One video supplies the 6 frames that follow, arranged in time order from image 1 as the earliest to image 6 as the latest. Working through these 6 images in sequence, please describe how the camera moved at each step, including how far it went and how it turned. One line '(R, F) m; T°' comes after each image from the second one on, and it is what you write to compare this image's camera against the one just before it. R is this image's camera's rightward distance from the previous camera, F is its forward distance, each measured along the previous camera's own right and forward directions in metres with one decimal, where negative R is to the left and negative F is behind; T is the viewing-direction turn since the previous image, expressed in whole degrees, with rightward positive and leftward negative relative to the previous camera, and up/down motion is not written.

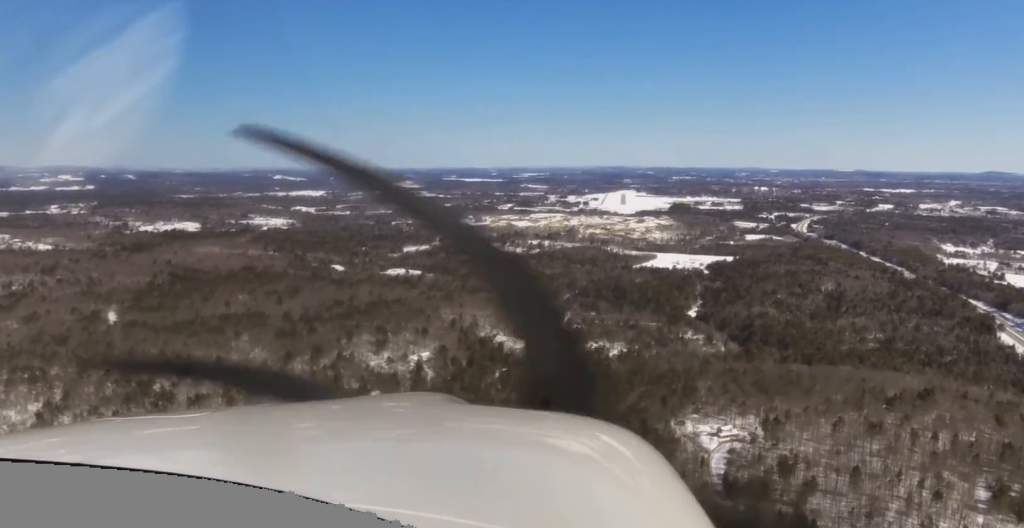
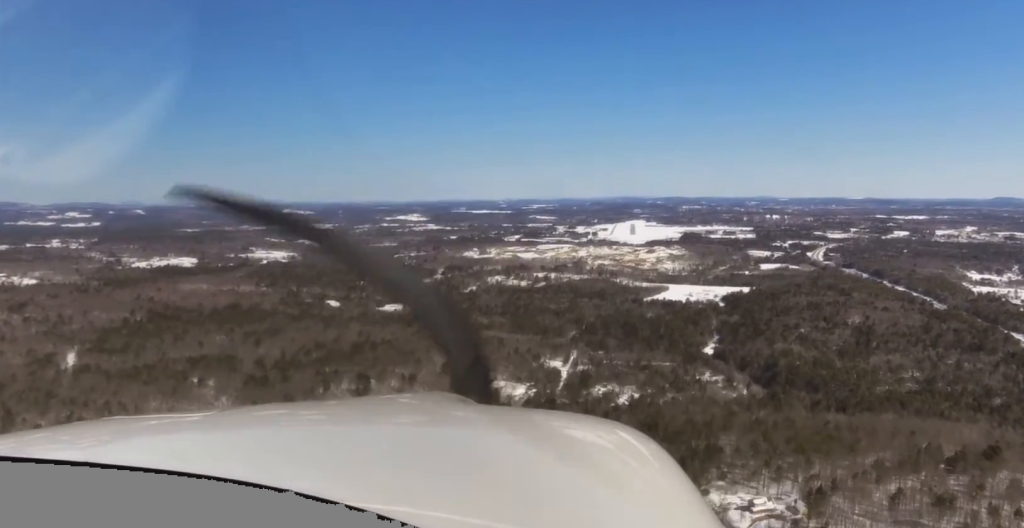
(+0.9, +89.7) m; +1°
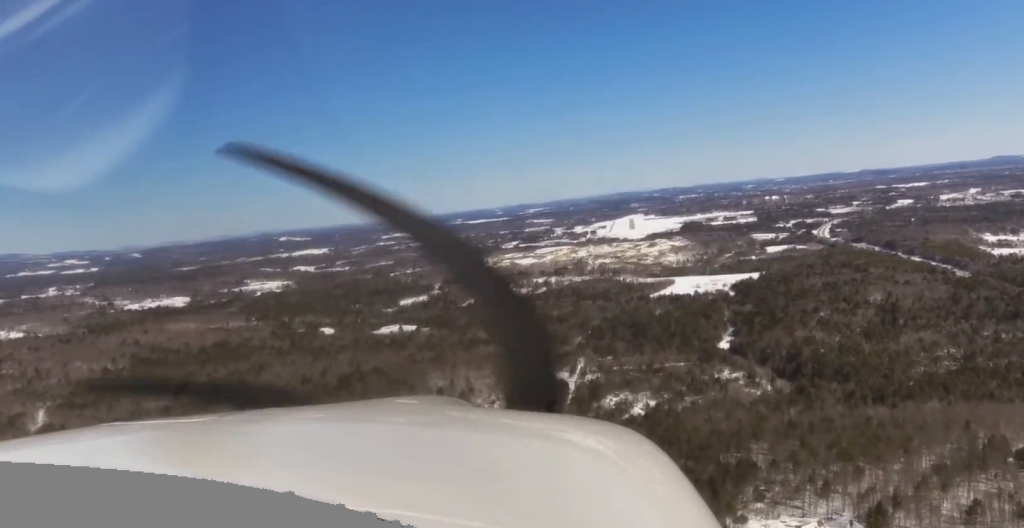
(0.0, +71.0) m; -2°
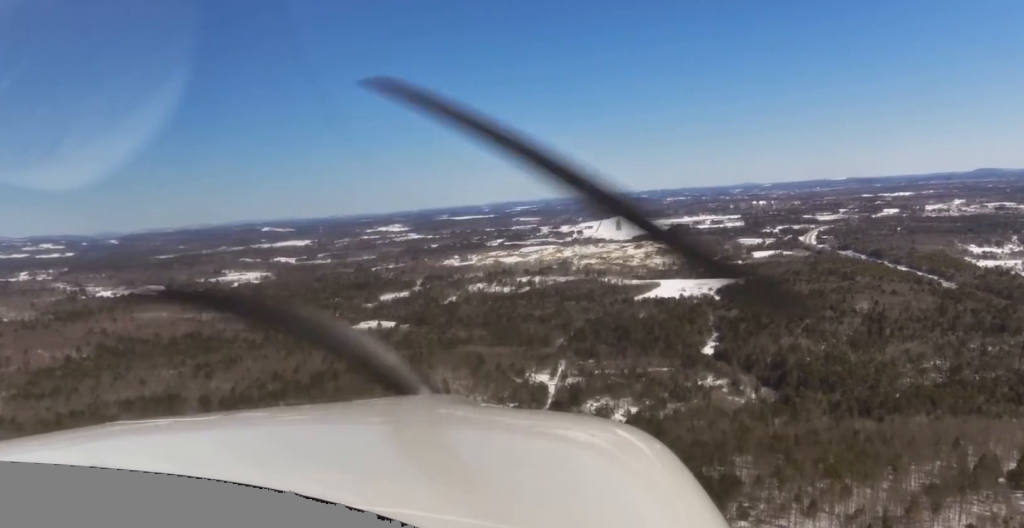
(-0.5, +22.3) m; 0°
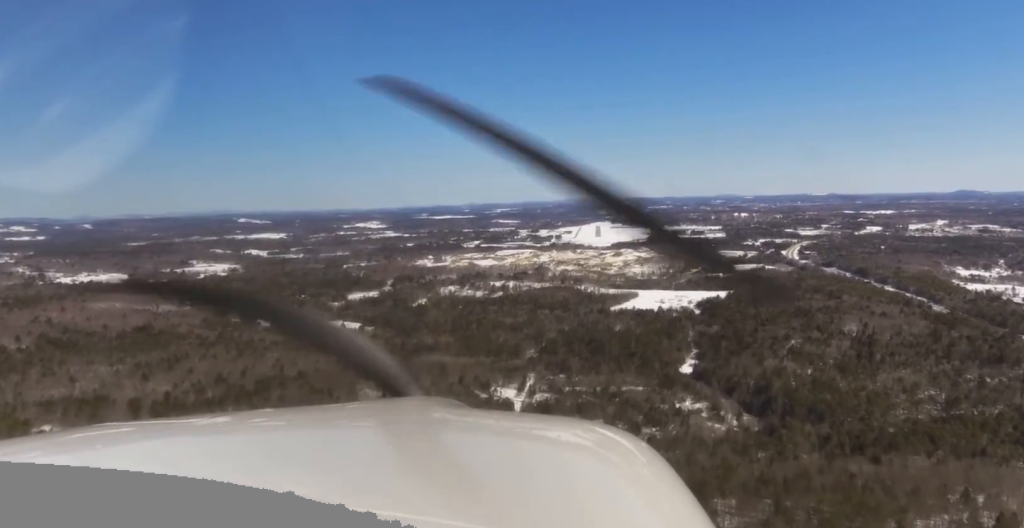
(+0.5, +62.6) m; +2°
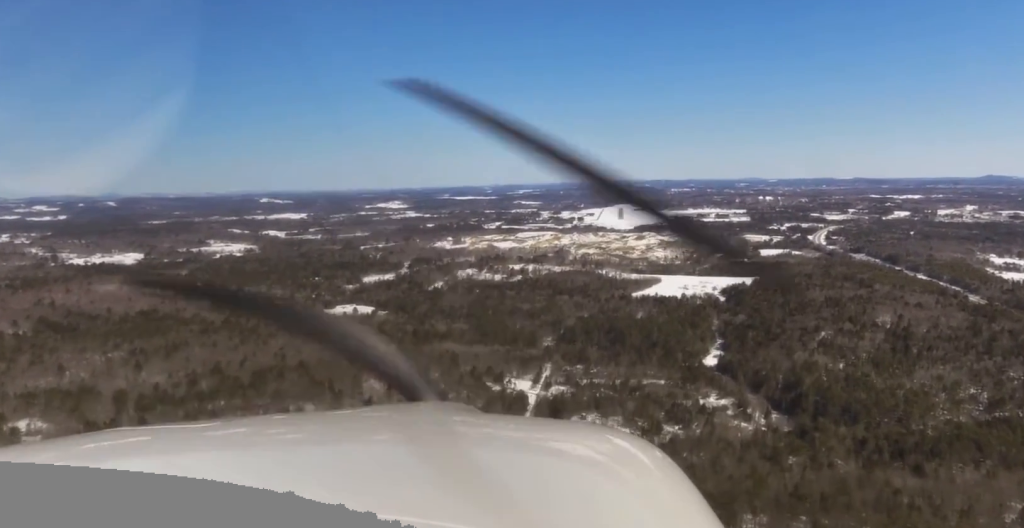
(+0.2, +51.2) m; 0°
